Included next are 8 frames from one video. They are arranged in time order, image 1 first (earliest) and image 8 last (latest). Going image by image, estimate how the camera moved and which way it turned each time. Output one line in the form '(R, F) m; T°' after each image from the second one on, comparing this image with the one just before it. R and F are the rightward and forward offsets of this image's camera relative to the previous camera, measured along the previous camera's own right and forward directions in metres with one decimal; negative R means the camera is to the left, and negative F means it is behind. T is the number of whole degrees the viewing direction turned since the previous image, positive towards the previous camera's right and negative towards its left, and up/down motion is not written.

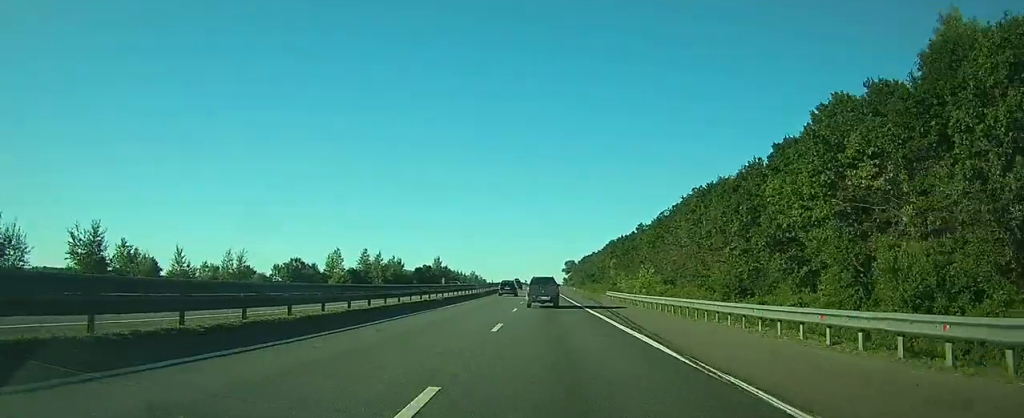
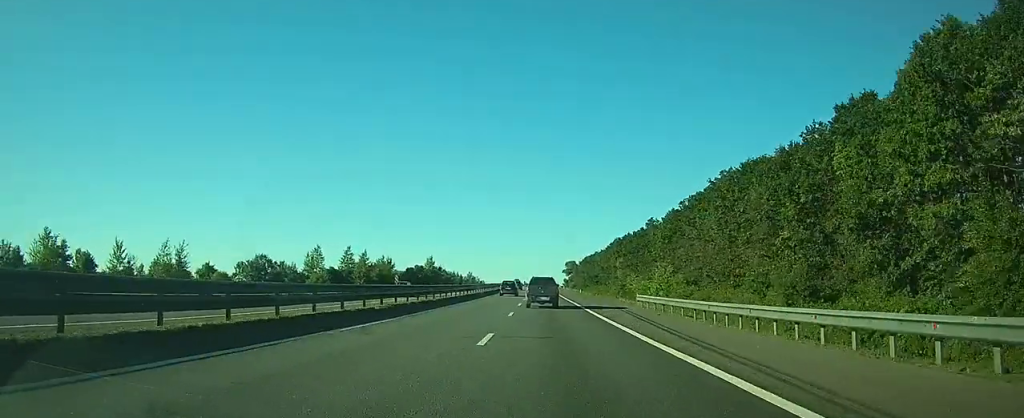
(0.0, +15.8) m; 0°
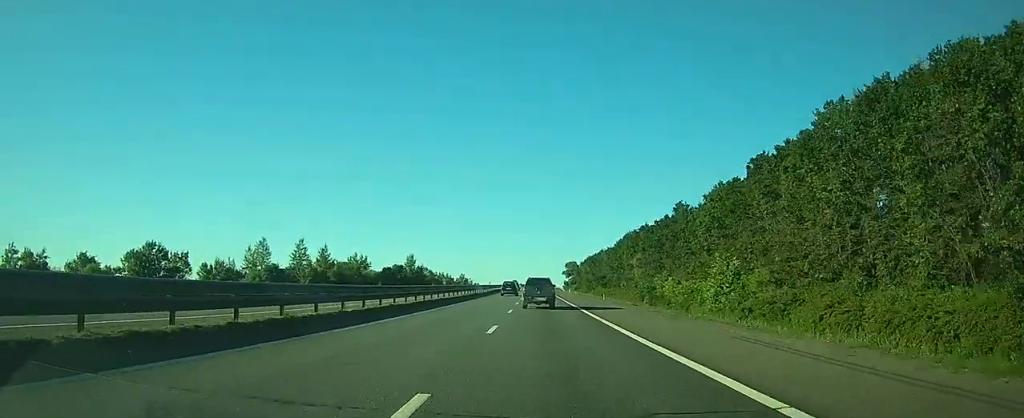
(0.0, +32.6) m; 0°
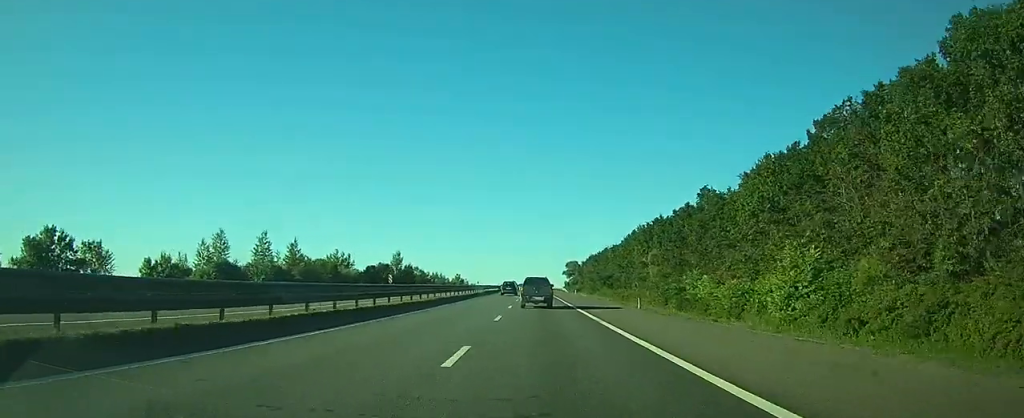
(0.0, +18.6) m; 0°
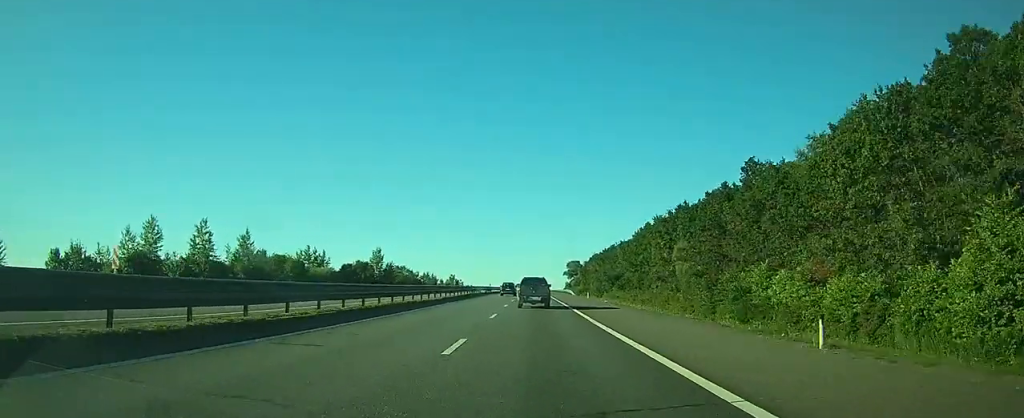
(0.0, +22.4) m; 0°
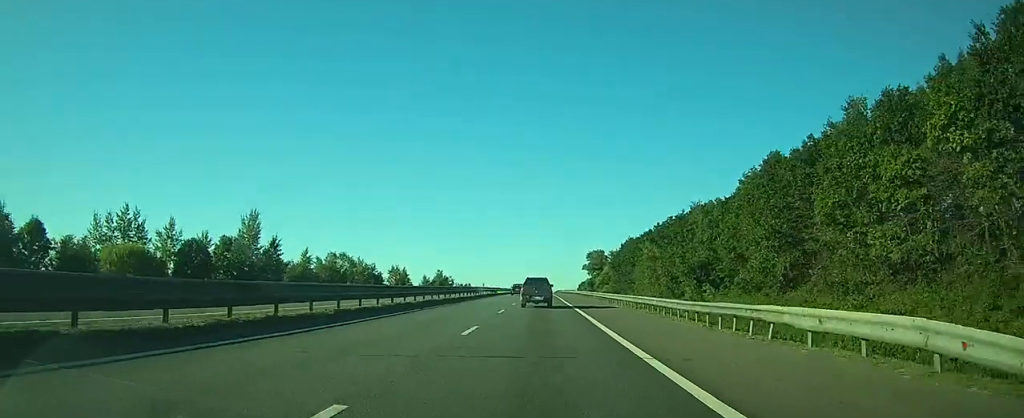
(-0.2, +80.0) m; 0°
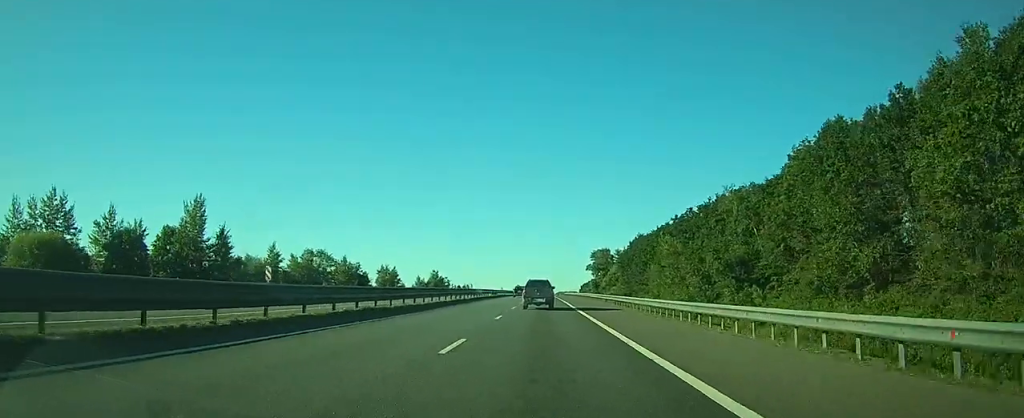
(0.0, +16.2) m; 0°
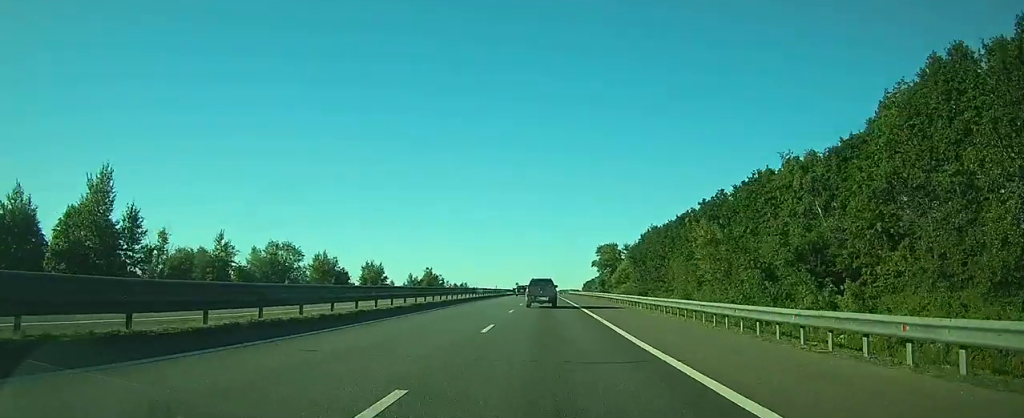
(-0.1, +19.0) m; 0°
